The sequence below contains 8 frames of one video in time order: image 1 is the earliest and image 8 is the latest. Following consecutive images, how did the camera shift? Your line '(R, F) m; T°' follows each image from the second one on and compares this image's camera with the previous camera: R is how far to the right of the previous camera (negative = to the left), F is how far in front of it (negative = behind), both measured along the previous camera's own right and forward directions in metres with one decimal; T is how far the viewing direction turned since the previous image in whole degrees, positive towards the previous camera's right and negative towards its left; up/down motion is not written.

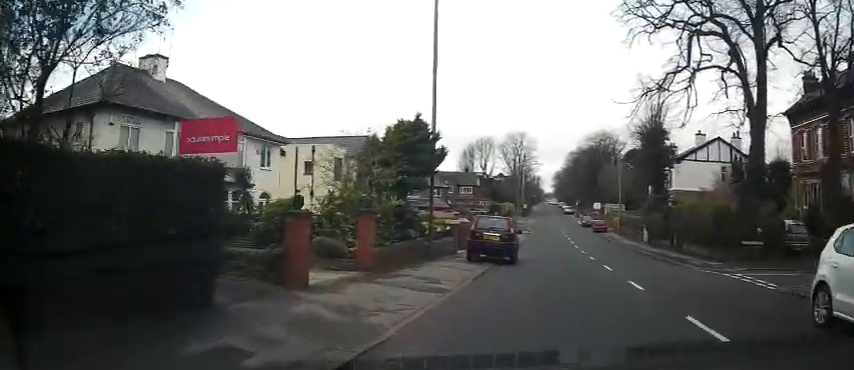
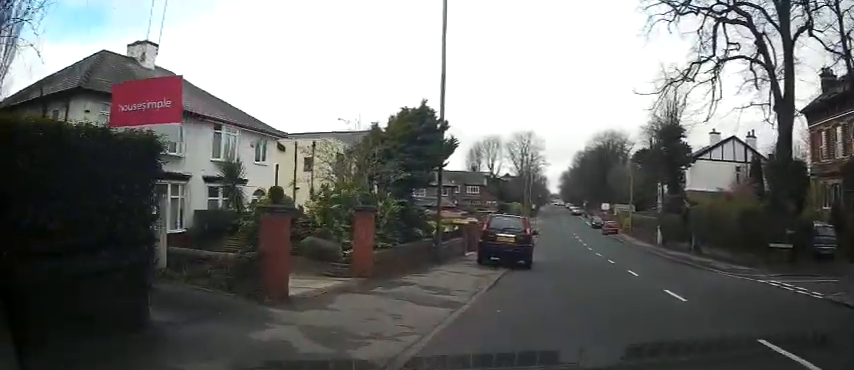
(+0.1, +2.0) m; +3°
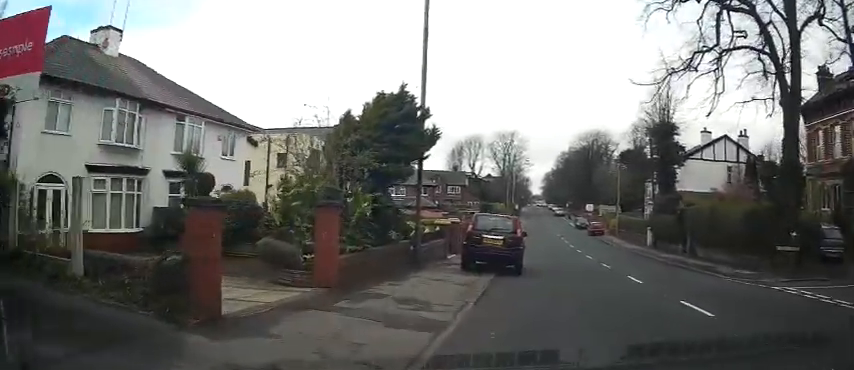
(+0.1, +1.8) m; +3°
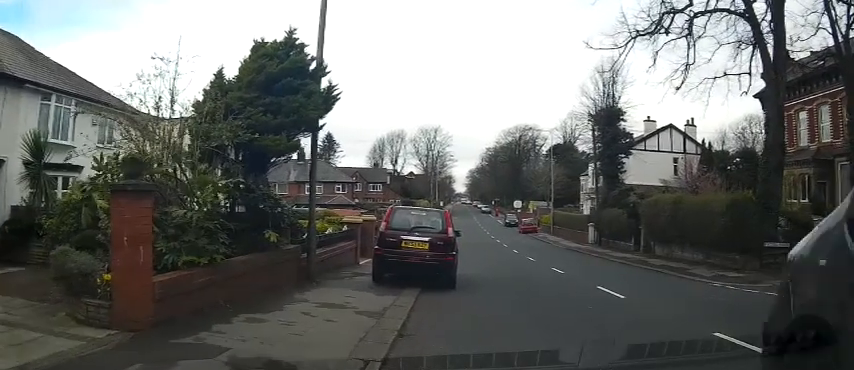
(0.0, +3.9) m; 0°
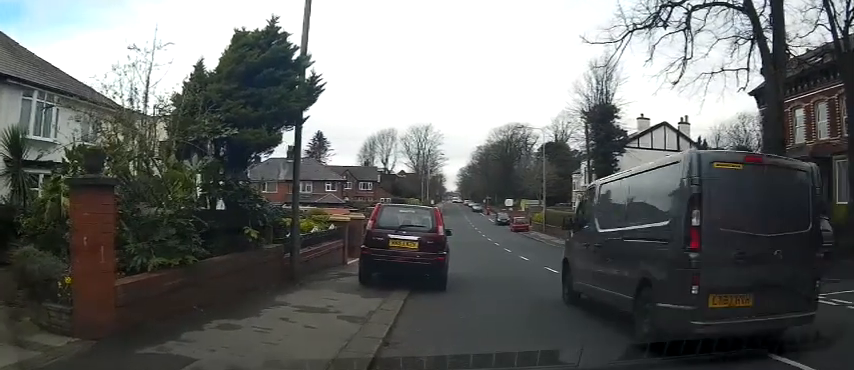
(0.0, +0.7) m; 0°
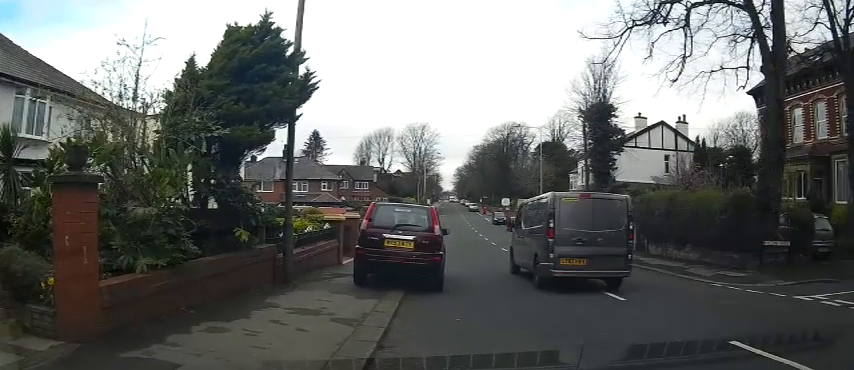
(-0.2, +0.2) m; 0°
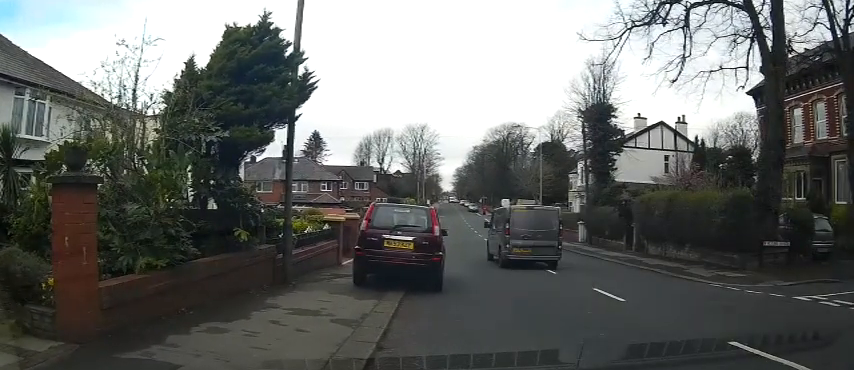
(-0.1, +0.1) m; 0°
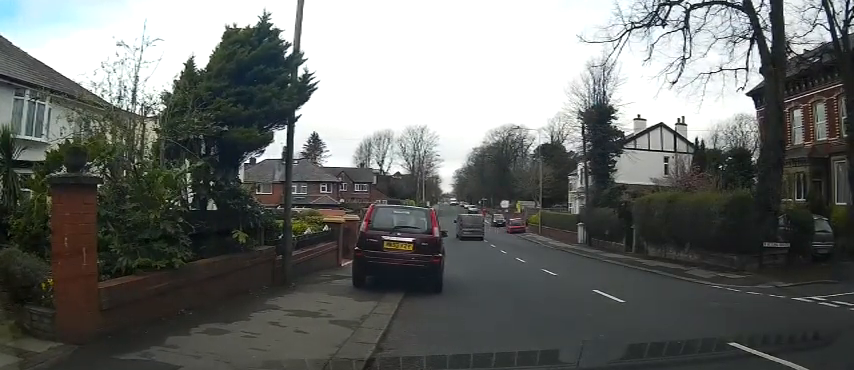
(0.0, 0.0) m; 0°
